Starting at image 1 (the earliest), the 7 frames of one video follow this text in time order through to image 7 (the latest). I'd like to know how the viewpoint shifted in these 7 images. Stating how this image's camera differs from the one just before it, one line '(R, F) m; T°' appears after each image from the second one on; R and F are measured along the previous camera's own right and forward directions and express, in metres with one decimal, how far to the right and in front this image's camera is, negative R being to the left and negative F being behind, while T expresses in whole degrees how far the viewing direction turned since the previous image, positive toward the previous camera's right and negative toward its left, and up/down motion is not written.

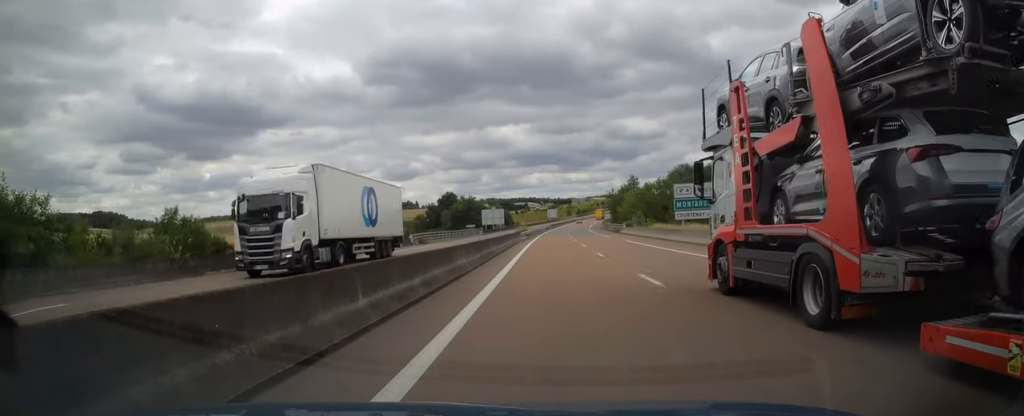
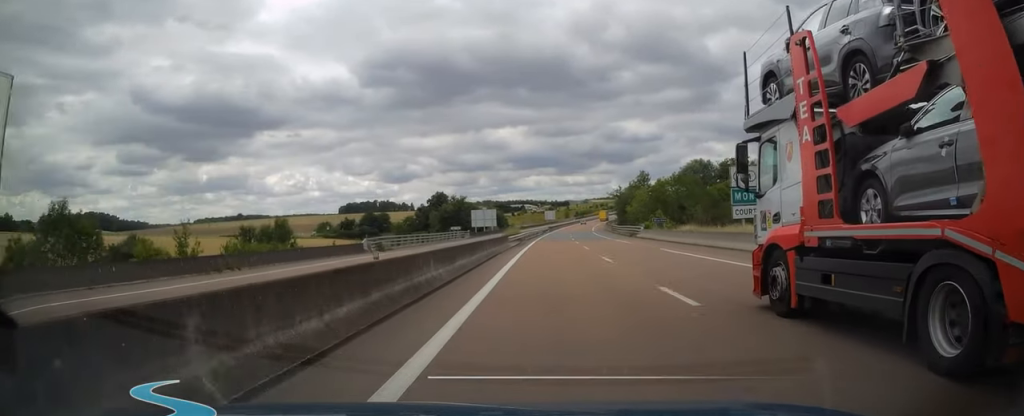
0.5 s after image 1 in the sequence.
(0.0, +16.2) m; 0°
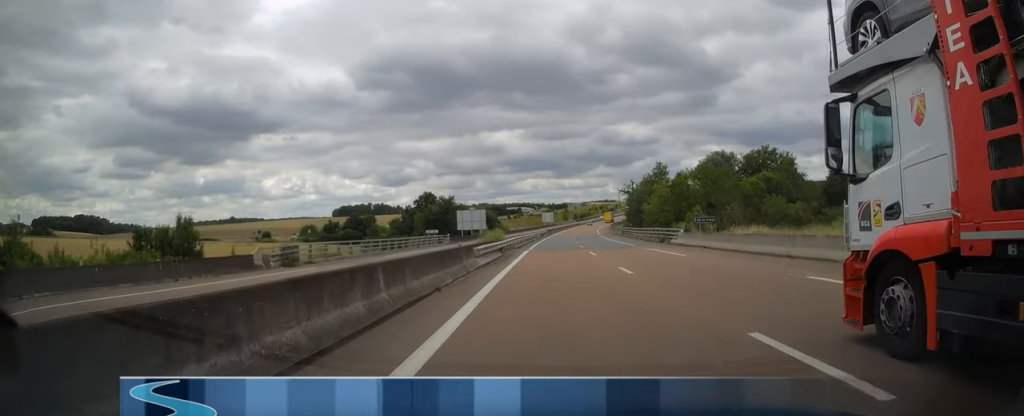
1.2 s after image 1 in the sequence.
(0.0, +18.7) m; 0°
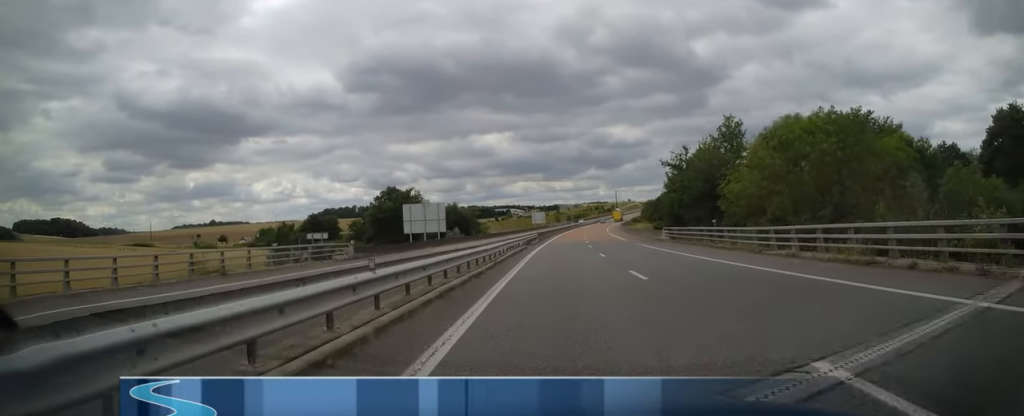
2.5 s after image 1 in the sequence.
(0.0, +39.1) m; 0°
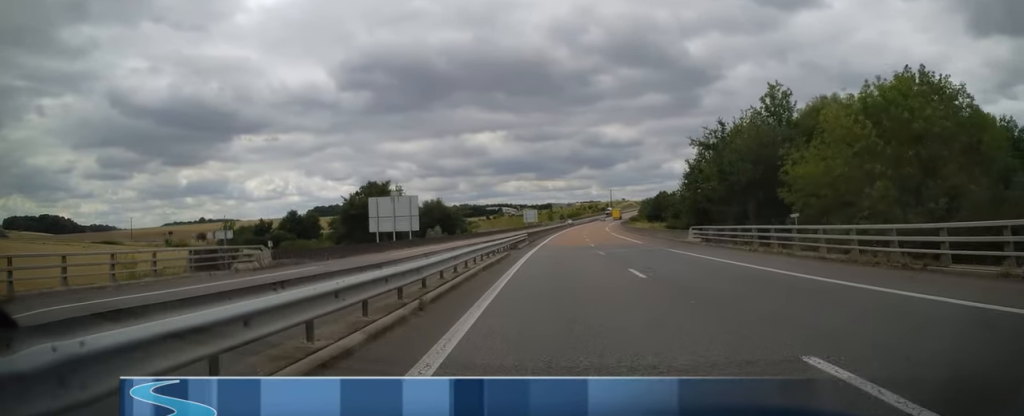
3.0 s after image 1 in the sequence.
(0.0, +12.7) m; 0°
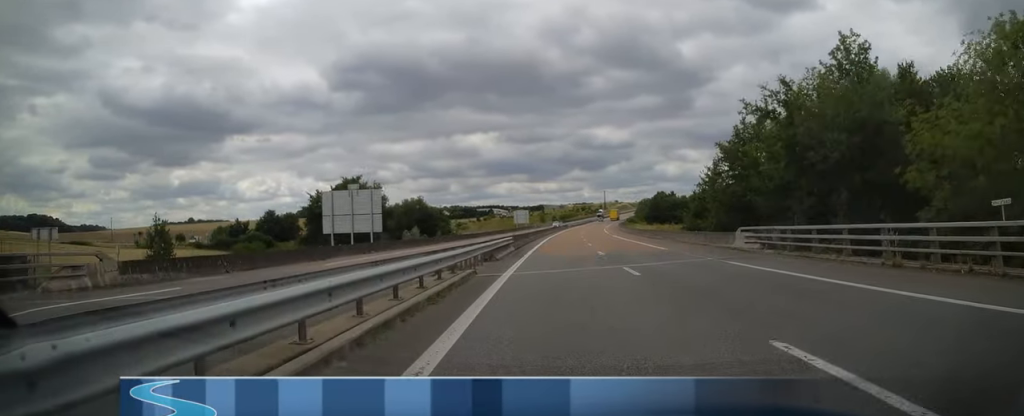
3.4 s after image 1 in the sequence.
(0.0, +12.2) m; 0°
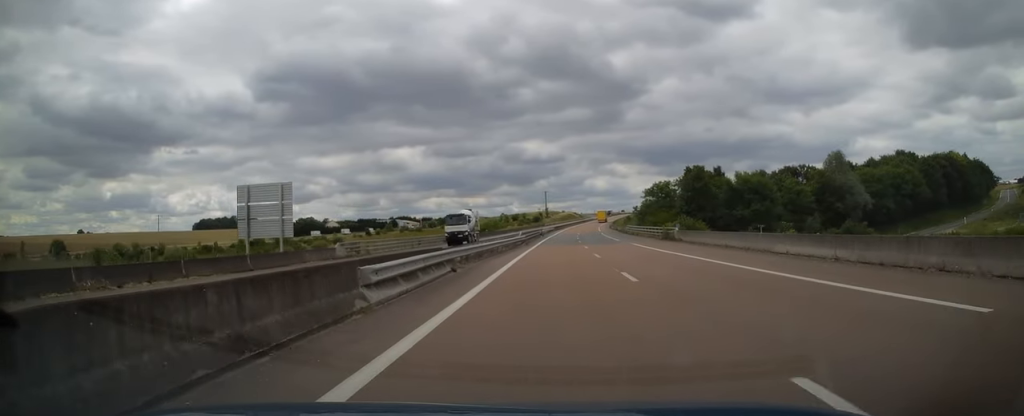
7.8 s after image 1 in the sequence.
(+8.9, +129.9) m; +8°
